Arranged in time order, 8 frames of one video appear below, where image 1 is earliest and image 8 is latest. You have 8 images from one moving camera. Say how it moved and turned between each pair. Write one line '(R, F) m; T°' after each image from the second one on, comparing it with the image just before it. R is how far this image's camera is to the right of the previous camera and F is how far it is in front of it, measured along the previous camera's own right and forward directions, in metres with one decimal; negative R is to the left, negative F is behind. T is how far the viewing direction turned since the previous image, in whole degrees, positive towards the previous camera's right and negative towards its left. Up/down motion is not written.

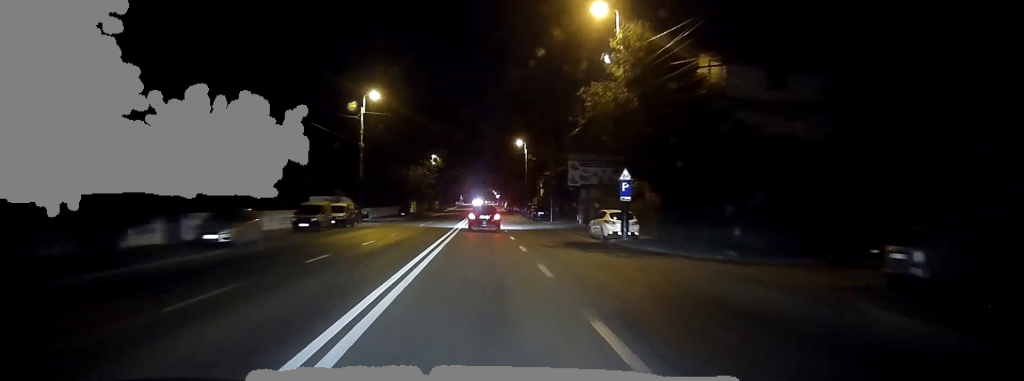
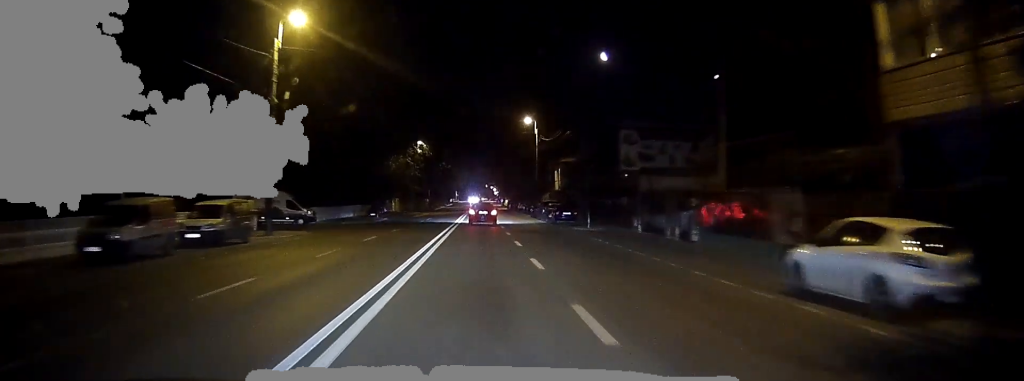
(+0.1, +23.5) m; +1°
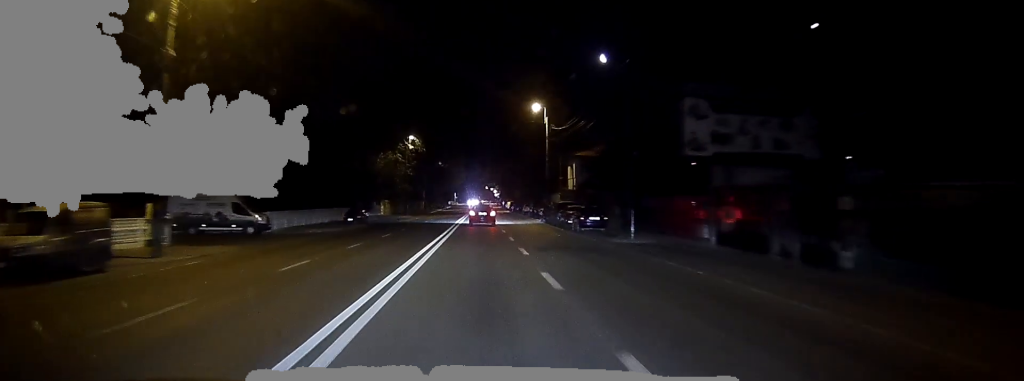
(+0.1, +11.9) m; 0°
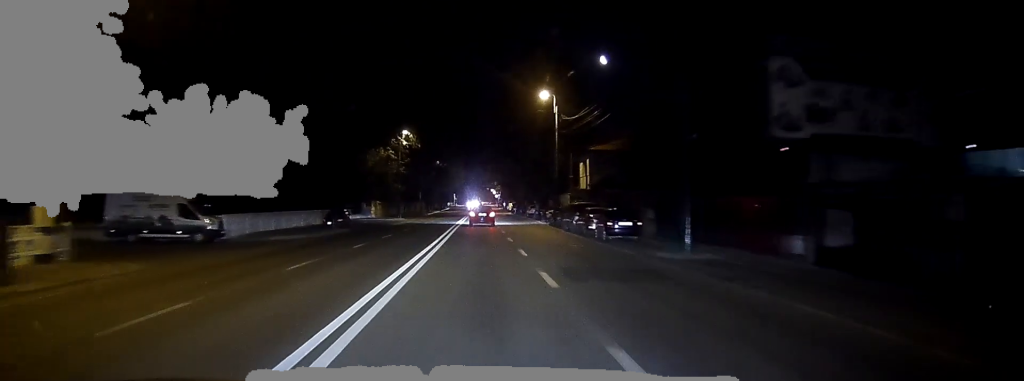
(-0.1, +8.1) m; 0°
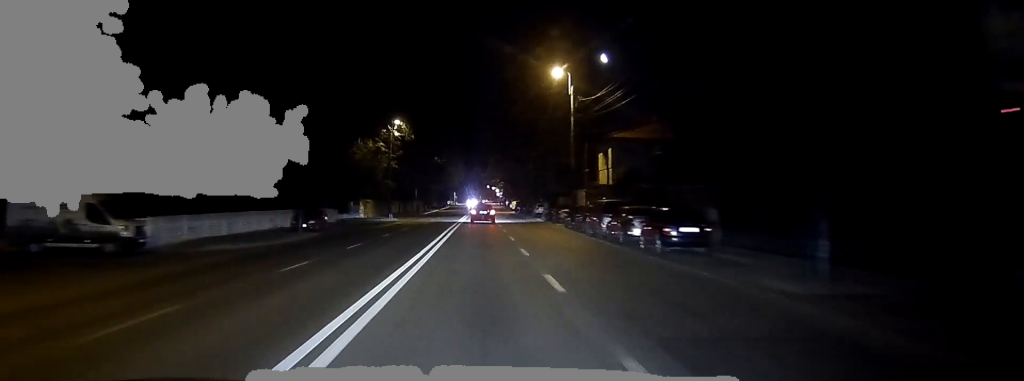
(0.0, +9.1) m; 0°
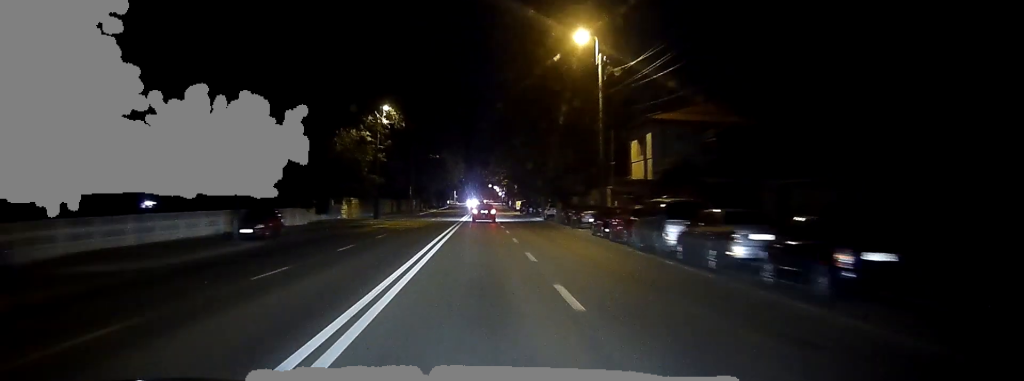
(+0.1, +10.7) m; 0°
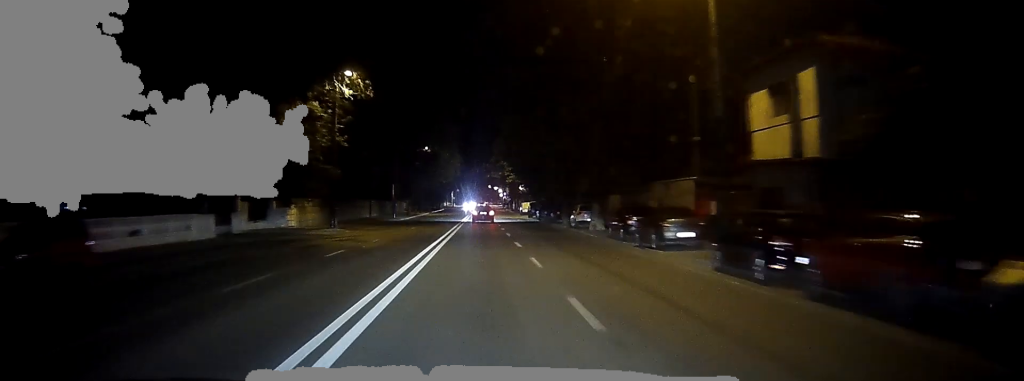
(0.0, +18.7) m; 0°
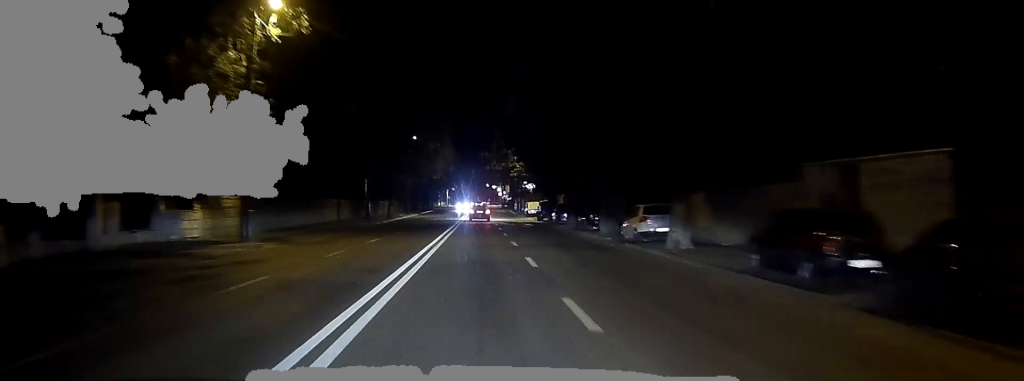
(-0.1, +17.1) m; 0°
